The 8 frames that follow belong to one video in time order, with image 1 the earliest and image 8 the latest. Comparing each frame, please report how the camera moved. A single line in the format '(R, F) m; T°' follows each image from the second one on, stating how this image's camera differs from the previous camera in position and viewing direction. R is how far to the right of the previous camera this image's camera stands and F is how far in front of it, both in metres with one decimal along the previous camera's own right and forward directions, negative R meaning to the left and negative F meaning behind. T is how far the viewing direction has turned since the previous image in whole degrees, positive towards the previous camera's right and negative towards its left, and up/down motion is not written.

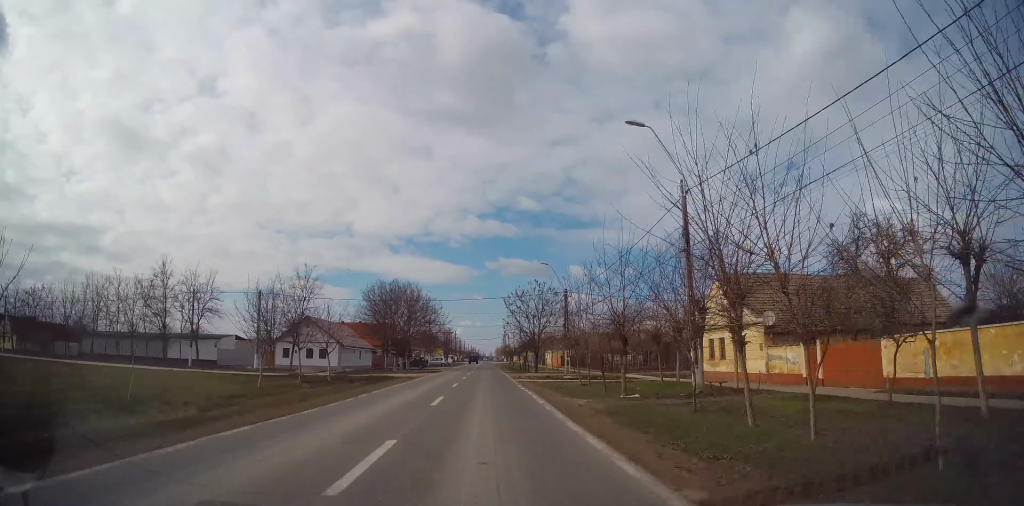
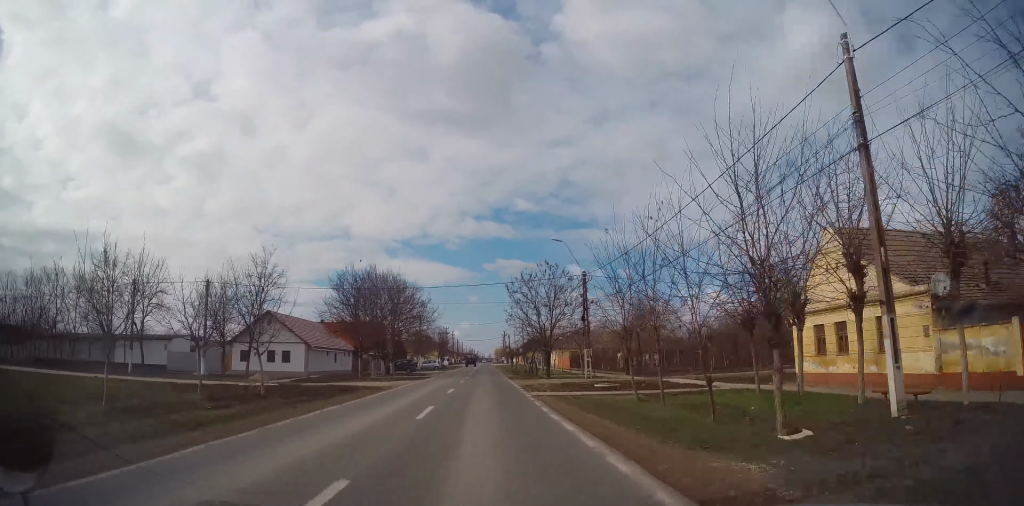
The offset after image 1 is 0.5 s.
(+0.4, +11.3) m; 0°
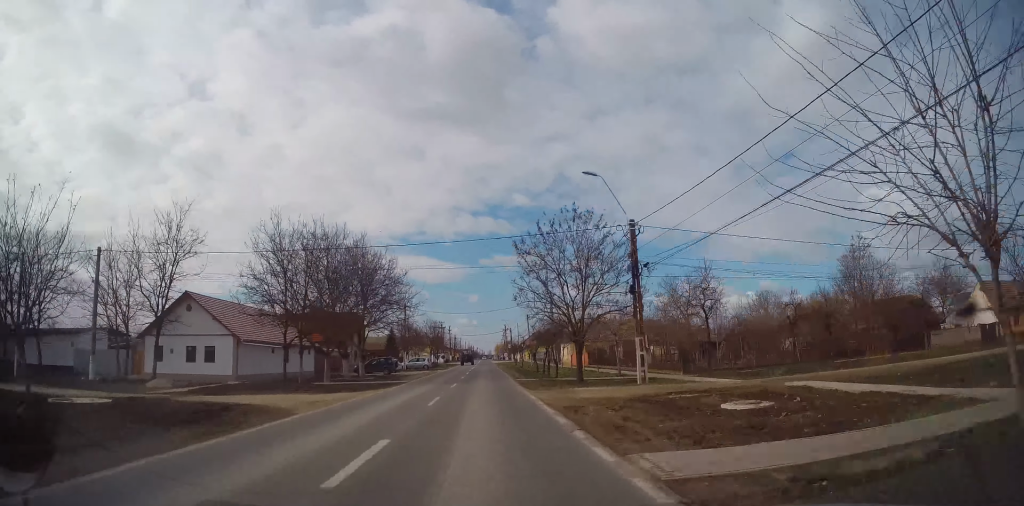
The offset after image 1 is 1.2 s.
(-0.4, +14.7) m; -1°
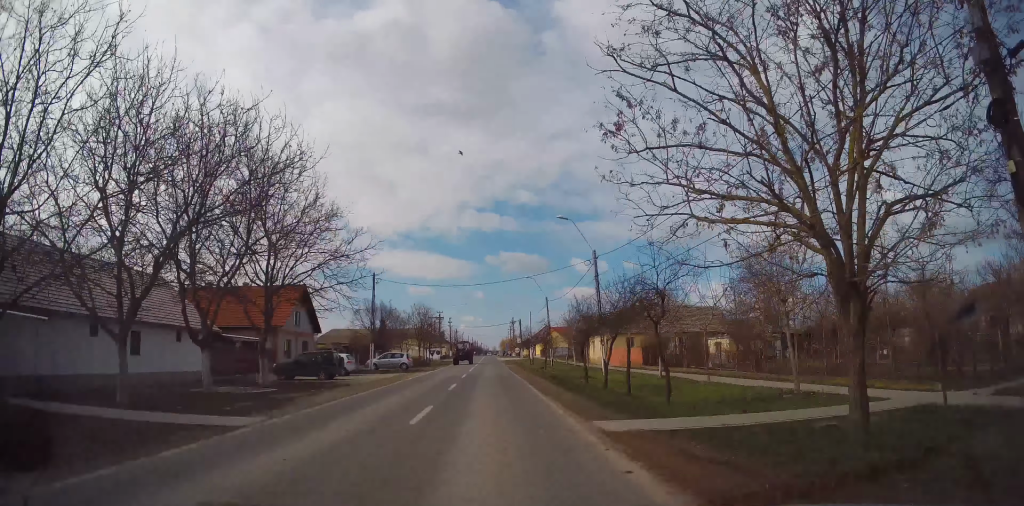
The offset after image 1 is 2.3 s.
(-0.2, +21.6) m; 0°
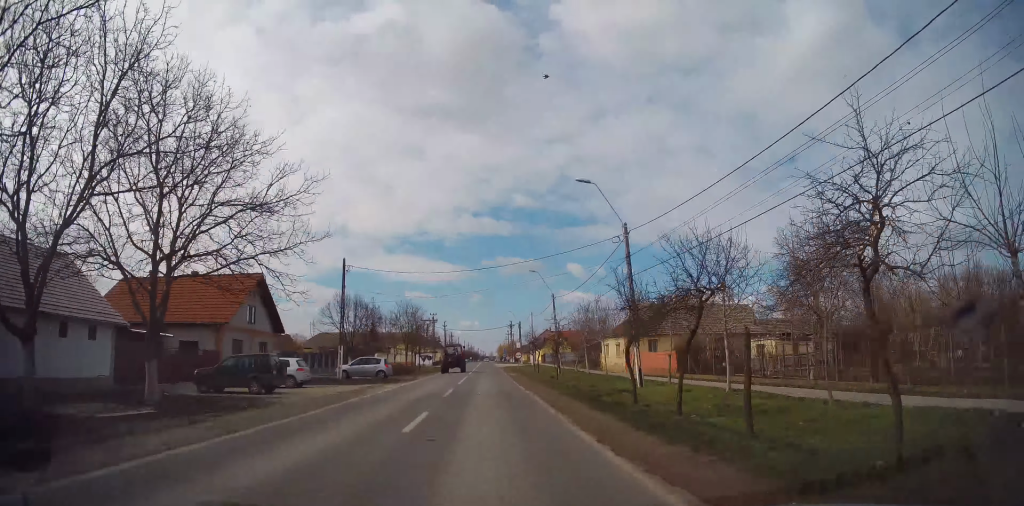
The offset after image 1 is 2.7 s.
(0.0, +9.0) m; 0°
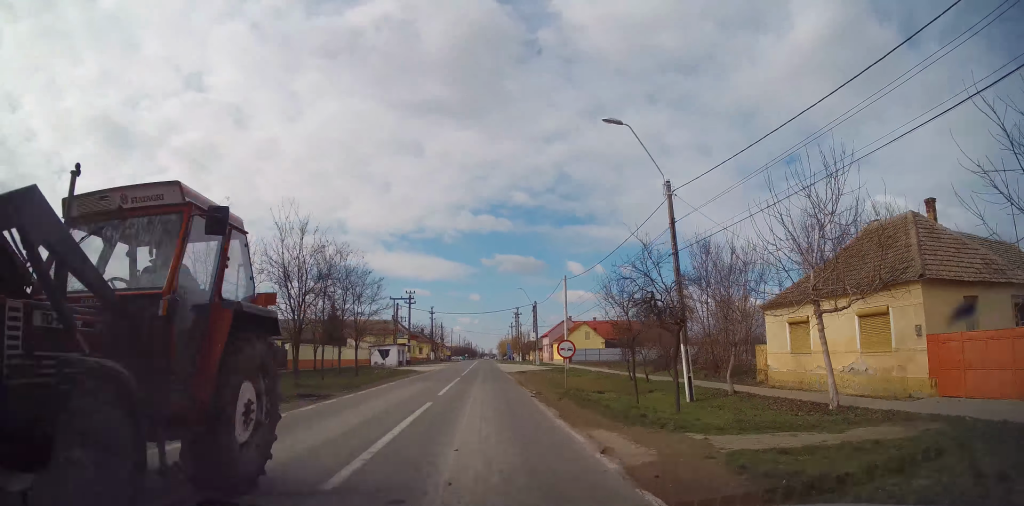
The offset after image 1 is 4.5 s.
(+0.3, +36.7) m; 0°
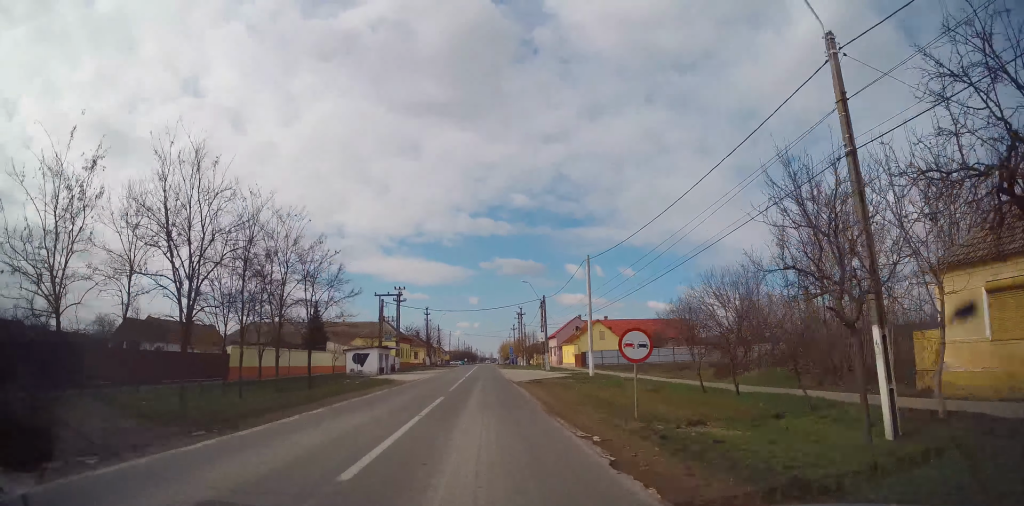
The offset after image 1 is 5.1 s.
(-0.1, +11.2) m; 0°
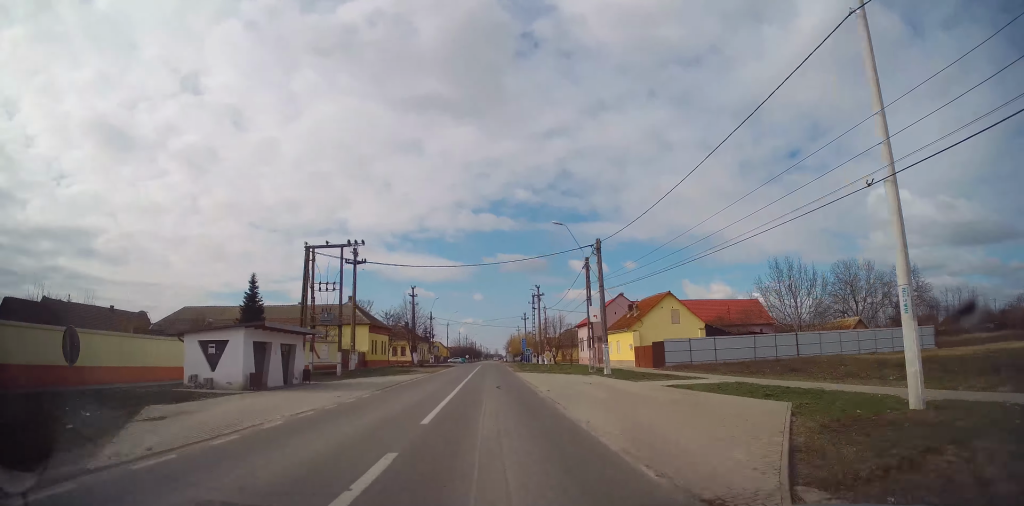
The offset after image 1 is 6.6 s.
(+0.6, +28.8) m; 0°
